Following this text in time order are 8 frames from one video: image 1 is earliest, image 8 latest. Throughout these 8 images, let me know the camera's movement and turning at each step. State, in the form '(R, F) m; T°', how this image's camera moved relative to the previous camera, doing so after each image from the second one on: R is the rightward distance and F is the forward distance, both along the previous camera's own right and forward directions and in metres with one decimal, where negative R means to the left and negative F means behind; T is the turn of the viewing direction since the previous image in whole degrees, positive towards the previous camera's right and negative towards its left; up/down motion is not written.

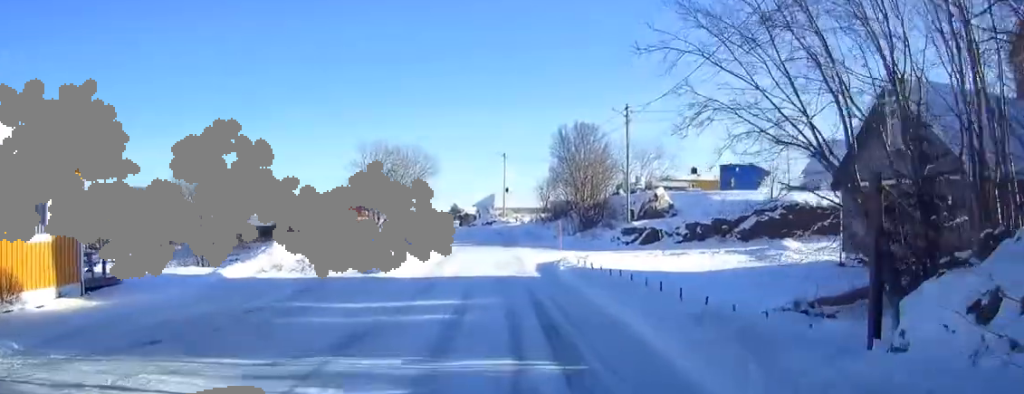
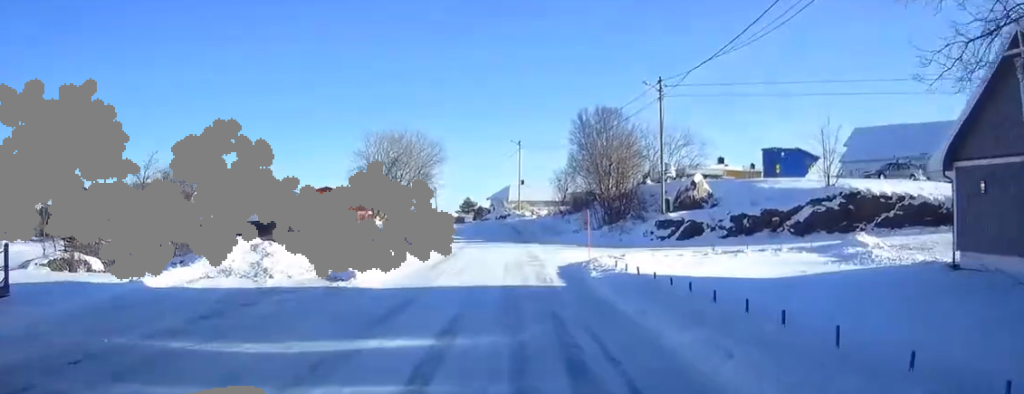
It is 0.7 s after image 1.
(-0.2, +6.5) m; 0°
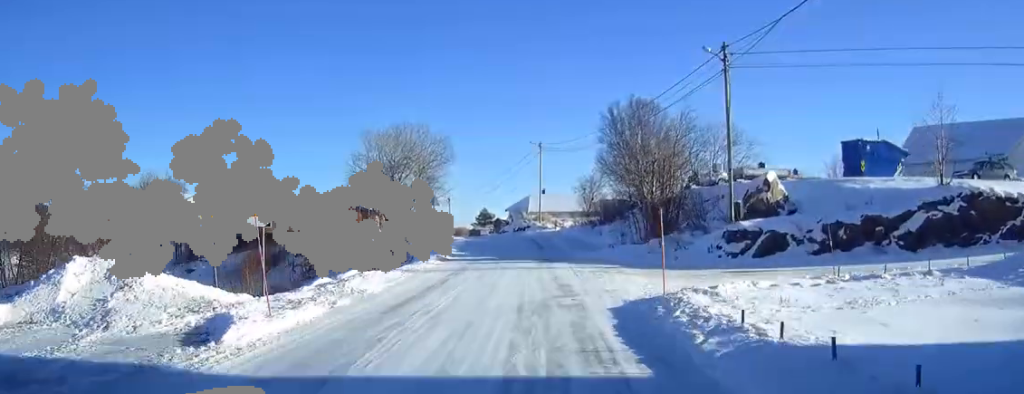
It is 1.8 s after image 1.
(+0.2, +9.8) m; 0°
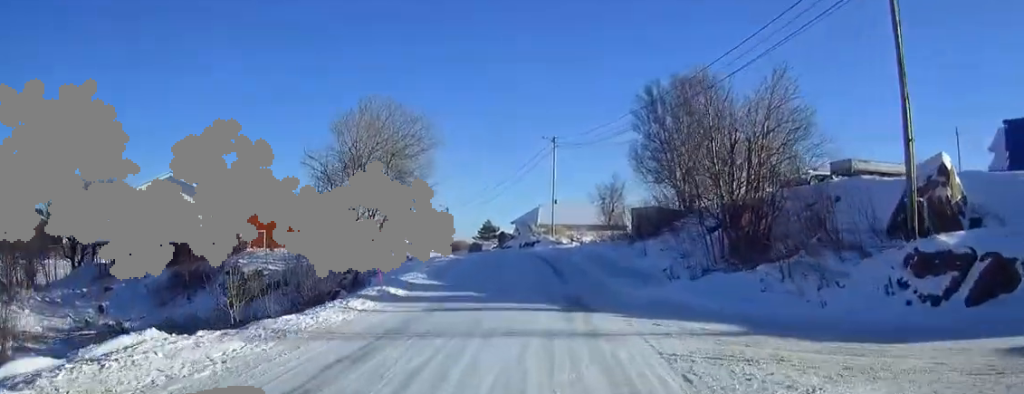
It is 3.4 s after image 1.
(-0.4, +14.2) m; -2°
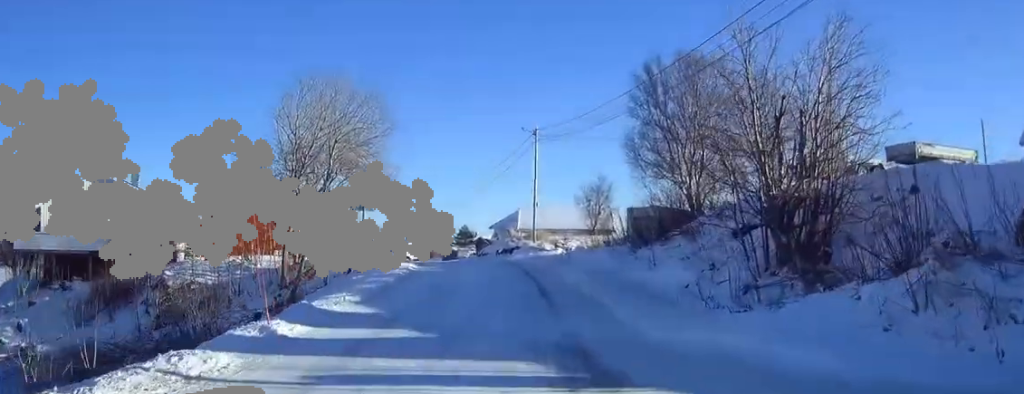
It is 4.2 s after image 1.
(0.0, +7.0) m; +1°
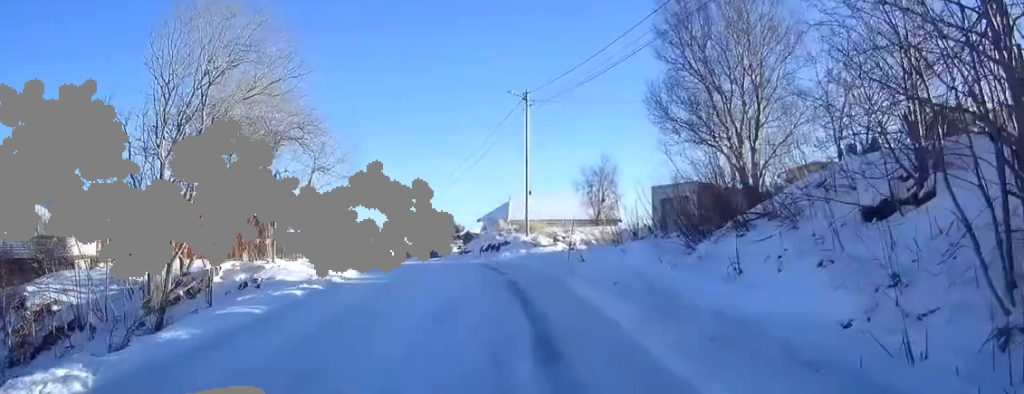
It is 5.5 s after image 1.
(+0.2, +11.0) m; +1°
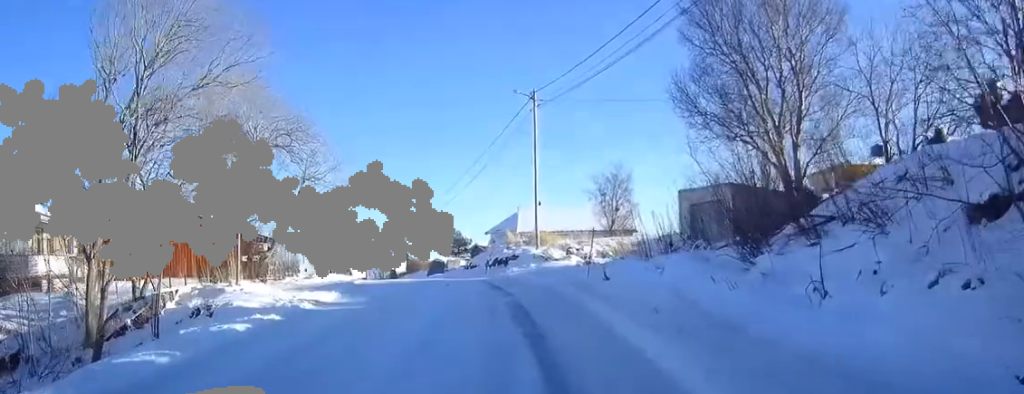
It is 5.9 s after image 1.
(0.0, +3.7) m; 0°
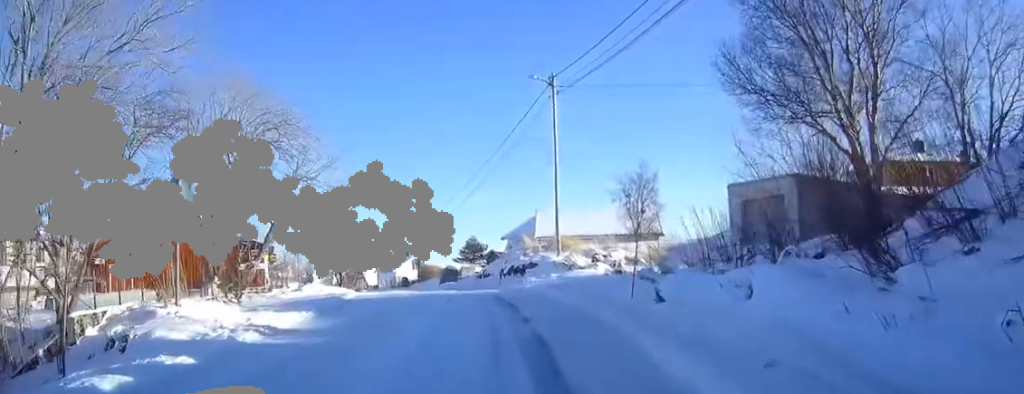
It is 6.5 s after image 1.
(0.0, +4.5) m; -1°
